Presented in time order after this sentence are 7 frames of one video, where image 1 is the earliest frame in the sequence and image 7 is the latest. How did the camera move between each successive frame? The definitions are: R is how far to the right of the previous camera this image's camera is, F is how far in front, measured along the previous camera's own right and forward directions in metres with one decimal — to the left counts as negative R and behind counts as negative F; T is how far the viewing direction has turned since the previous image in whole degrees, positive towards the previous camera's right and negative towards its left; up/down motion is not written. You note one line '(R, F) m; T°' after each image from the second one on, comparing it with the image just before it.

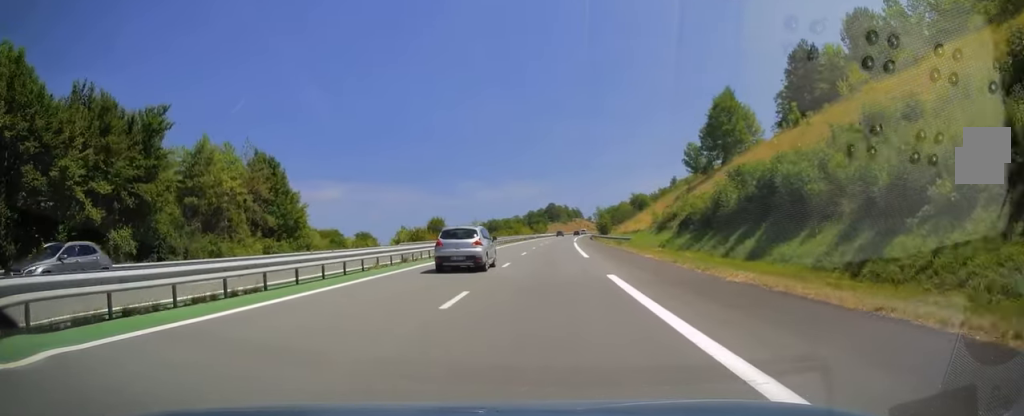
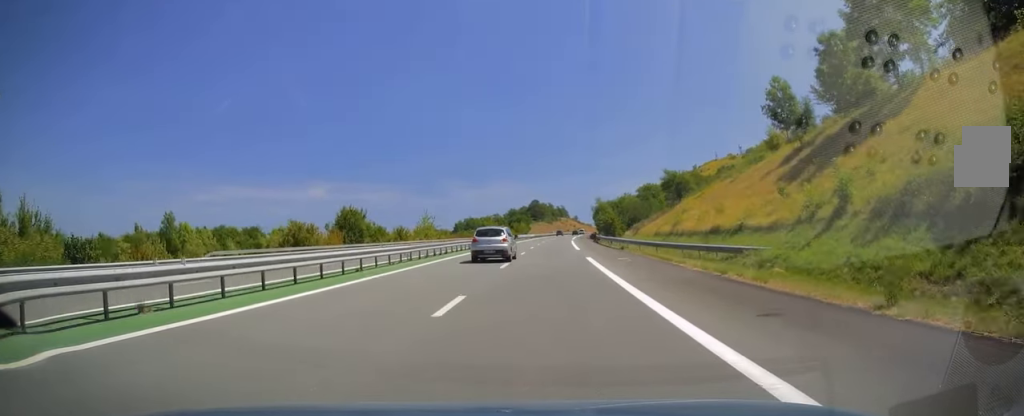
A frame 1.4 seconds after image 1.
(+0.6, +40.0) m; +2°
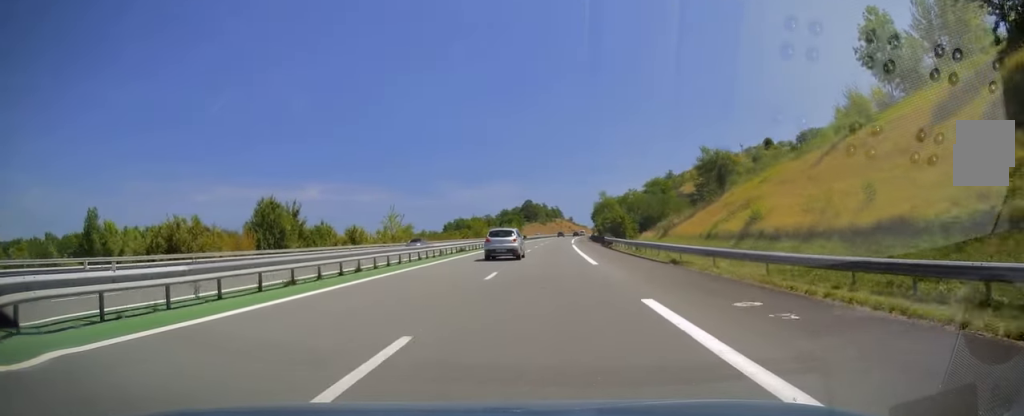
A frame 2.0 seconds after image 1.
(+0.1, +18.1) m; 0°
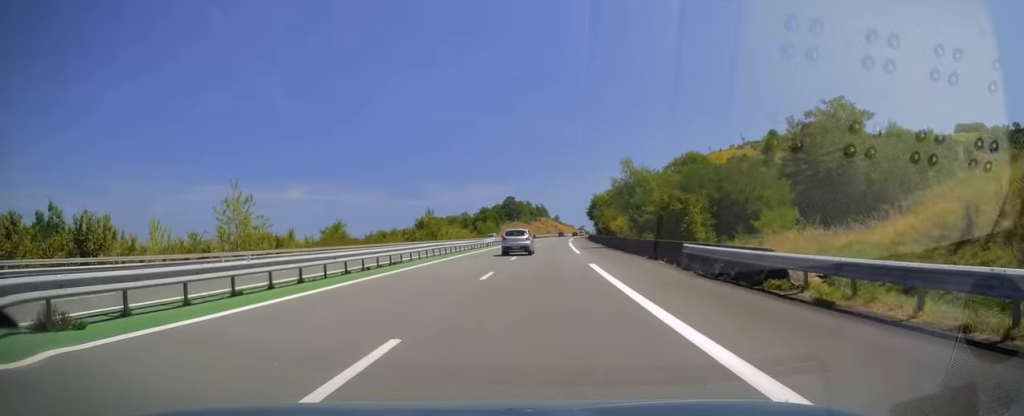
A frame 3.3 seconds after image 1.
(+0.2, +39.1) m; +1°
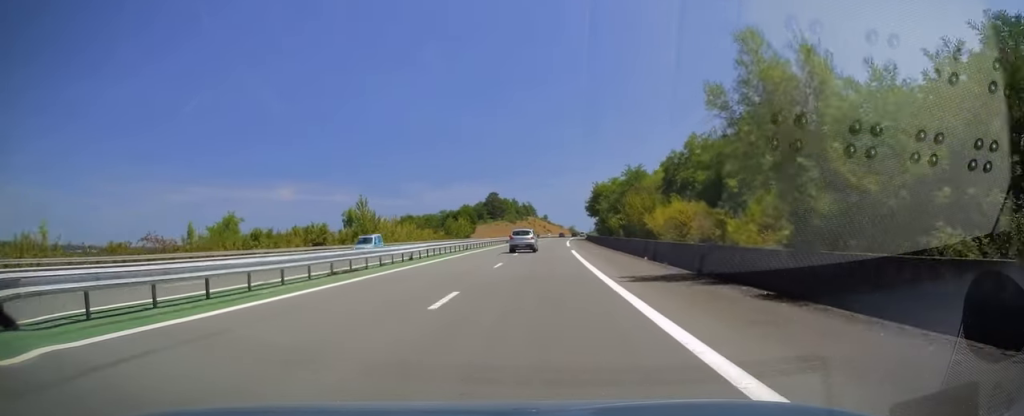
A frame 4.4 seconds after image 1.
(+0.5, +32.8) m; +2°
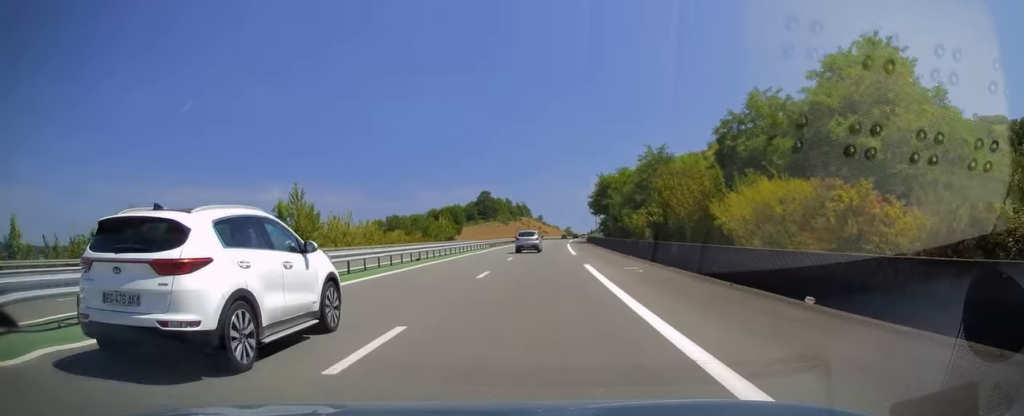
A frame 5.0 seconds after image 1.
(+0.3, +18.0) m; 0°
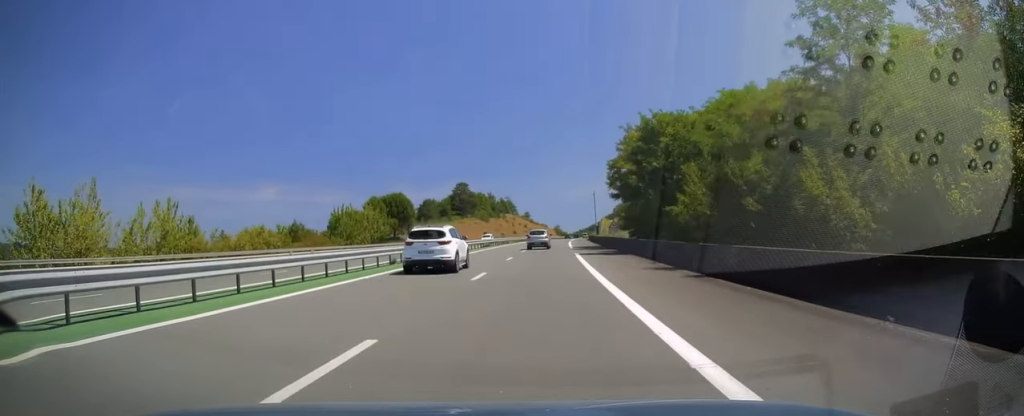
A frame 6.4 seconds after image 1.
(-0.1, +40.1) m; +1°
